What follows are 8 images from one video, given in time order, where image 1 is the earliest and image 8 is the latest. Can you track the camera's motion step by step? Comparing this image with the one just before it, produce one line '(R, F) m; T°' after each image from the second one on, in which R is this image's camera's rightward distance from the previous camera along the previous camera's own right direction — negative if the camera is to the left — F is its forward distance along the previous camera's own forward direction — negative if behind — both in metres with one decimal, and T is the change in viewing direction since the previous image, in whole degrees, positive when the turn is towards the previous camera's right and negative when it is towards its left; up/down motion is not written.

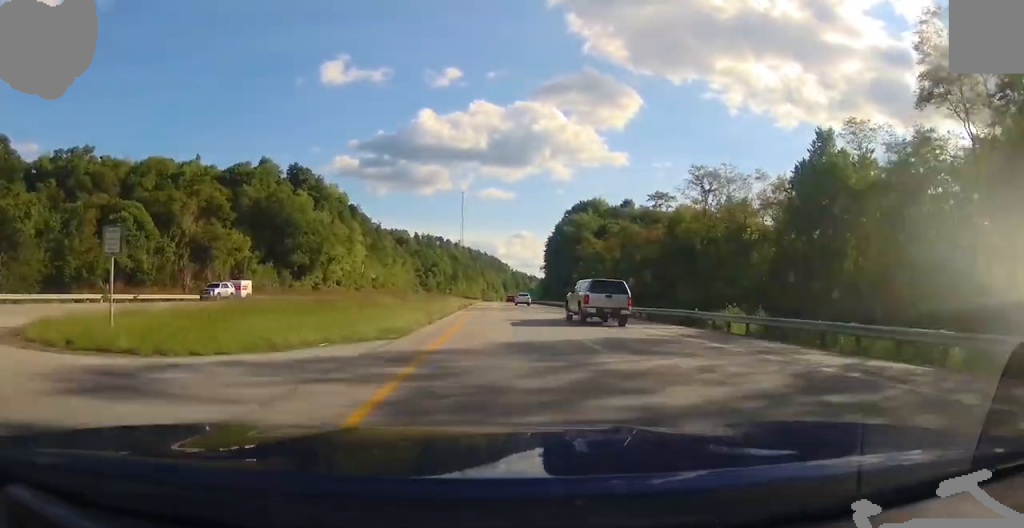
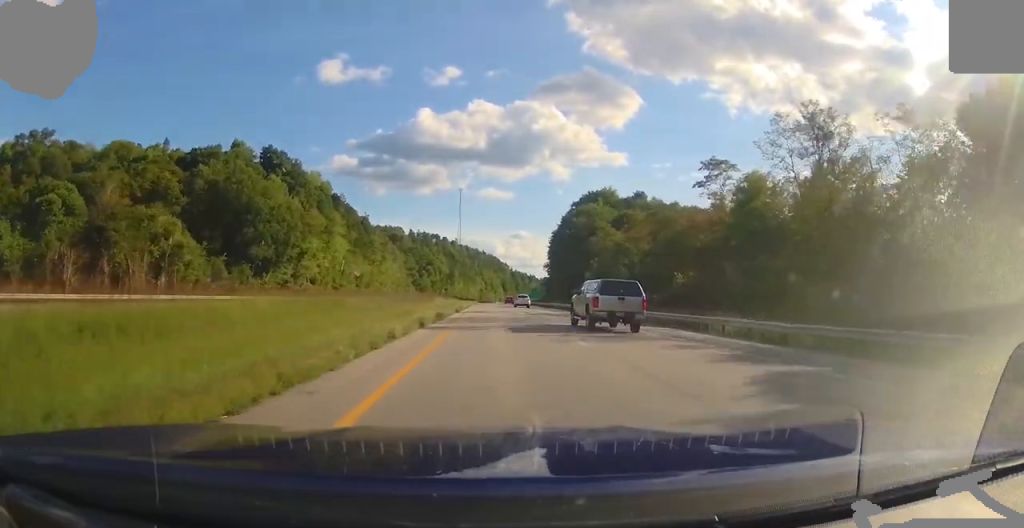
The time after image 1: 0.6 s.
(+0.1, +22.6) m; 0°
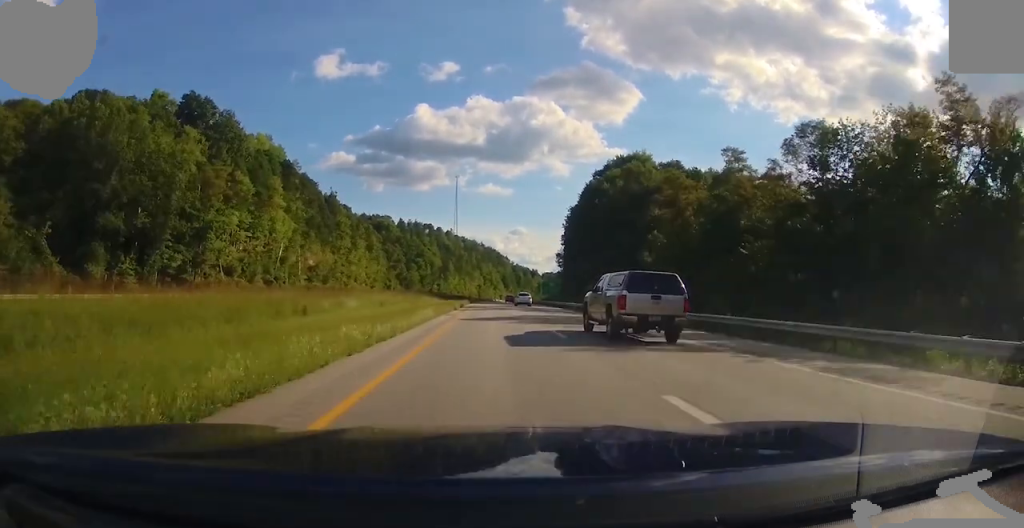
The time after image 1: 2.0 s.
(-0.2, +47.3) m; 0°
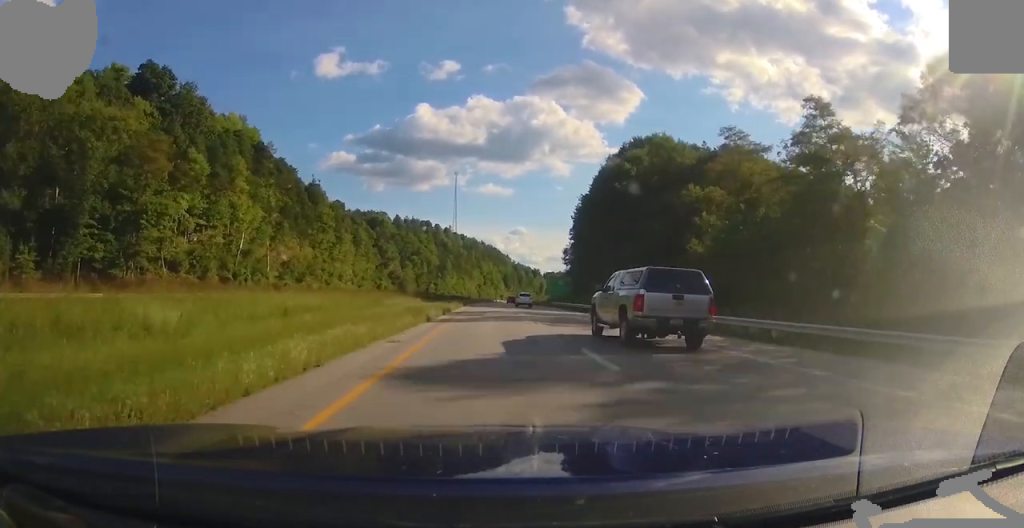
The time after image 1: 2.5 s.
(0.0, +18.9) m; 0°
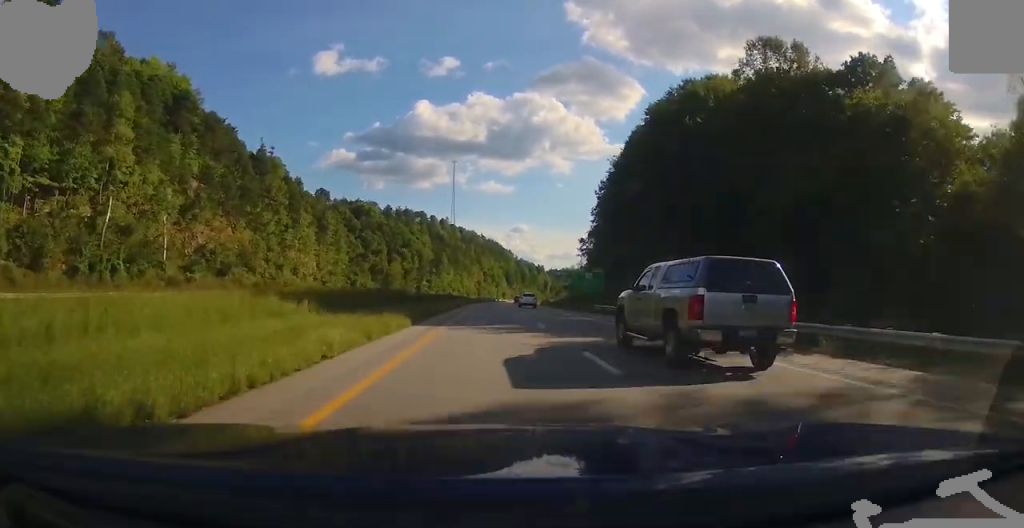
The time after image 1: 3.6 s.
(+0.2, +37.6) m; 0°
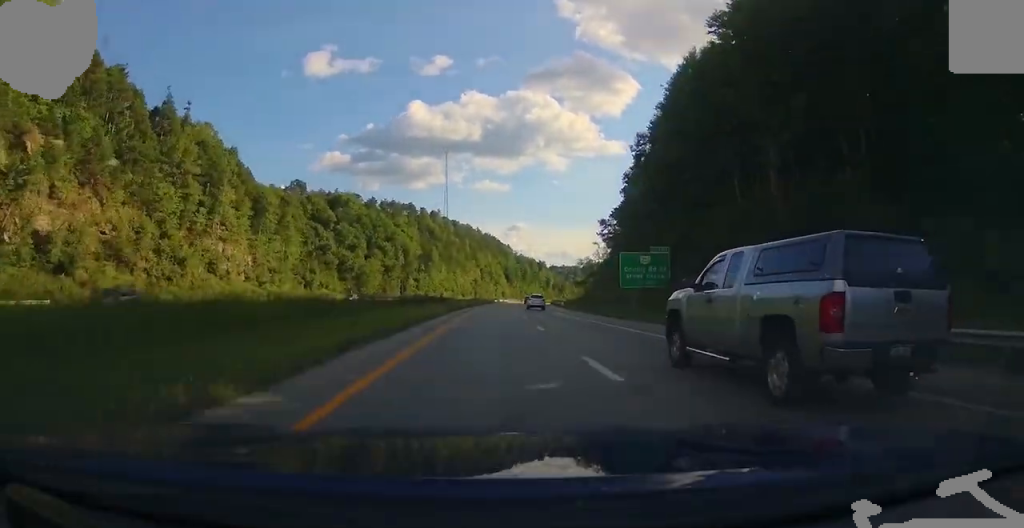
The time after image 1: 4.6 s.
(-0.1, +37.1) m; 0°
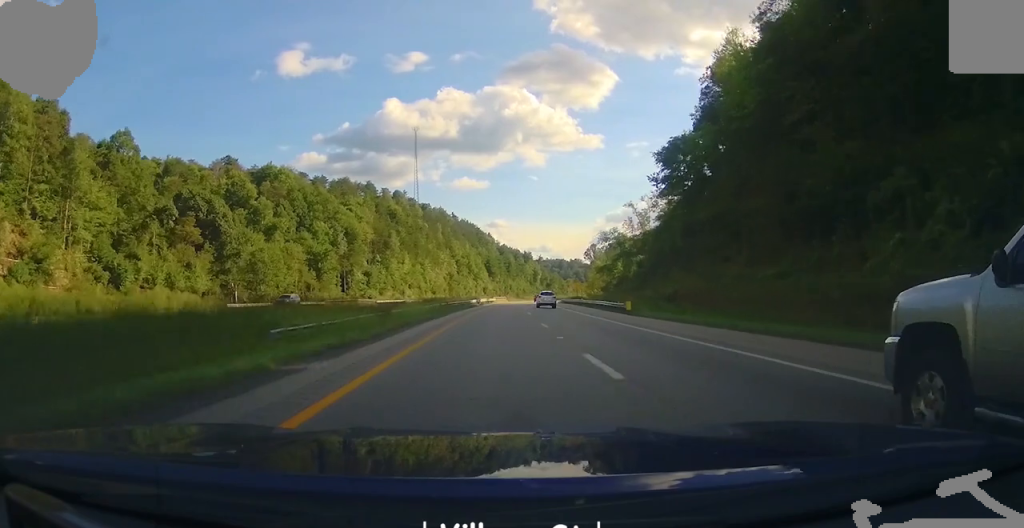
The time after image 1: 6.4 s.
(+0.8, +61.6) m; +1°
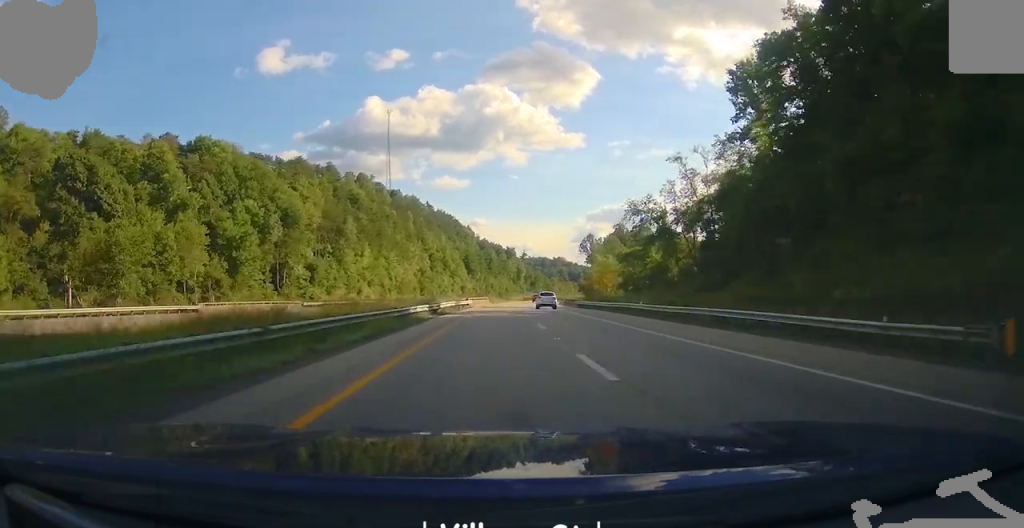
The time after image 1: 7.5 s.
(+0.2, +37.1) m; +2°
